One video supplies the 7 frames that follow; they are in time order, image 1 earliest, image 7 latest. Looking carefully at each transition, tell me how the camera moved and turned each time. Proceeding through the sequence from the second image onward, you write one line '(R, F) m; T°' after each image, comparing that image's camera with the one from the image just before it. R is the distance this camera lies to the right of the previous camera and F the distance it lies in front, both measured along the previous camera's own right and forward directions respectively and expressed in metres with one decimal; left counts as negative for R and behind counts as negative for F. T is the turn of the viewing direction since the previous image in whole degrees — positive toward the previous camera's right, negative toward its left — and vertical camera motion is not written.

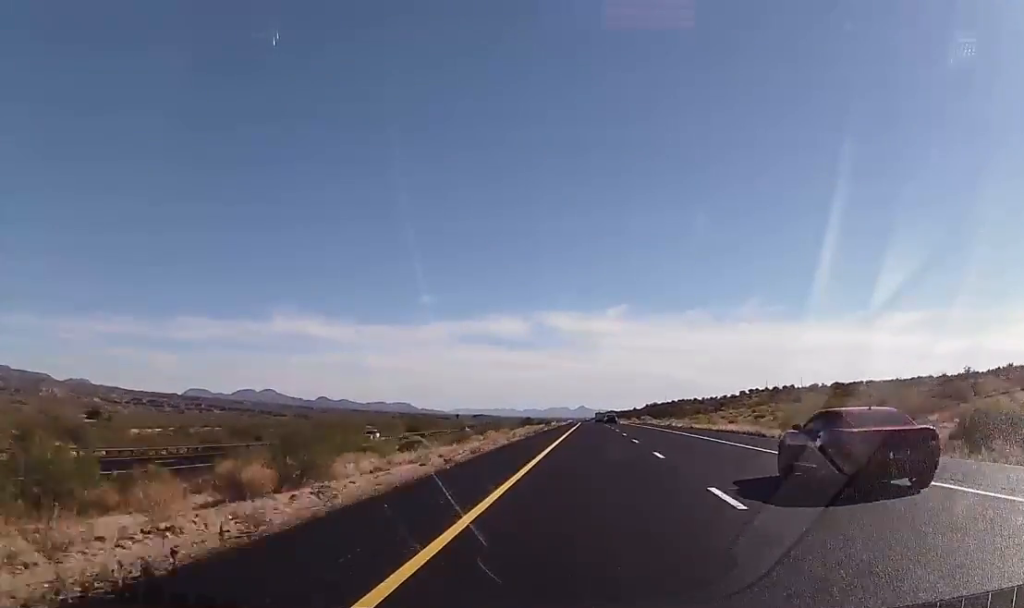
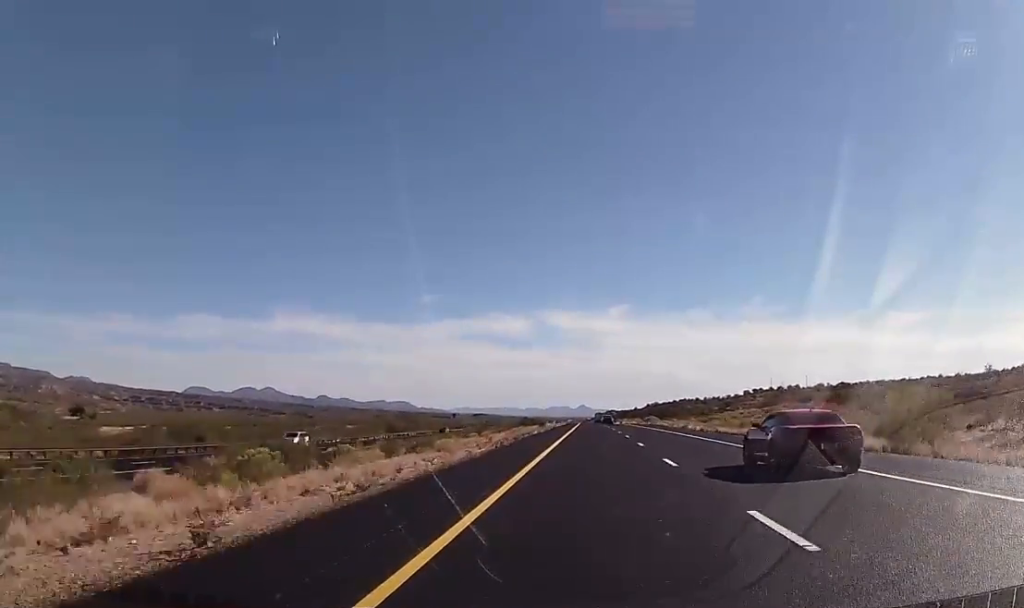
(-0.1, +15.4) m; 0°
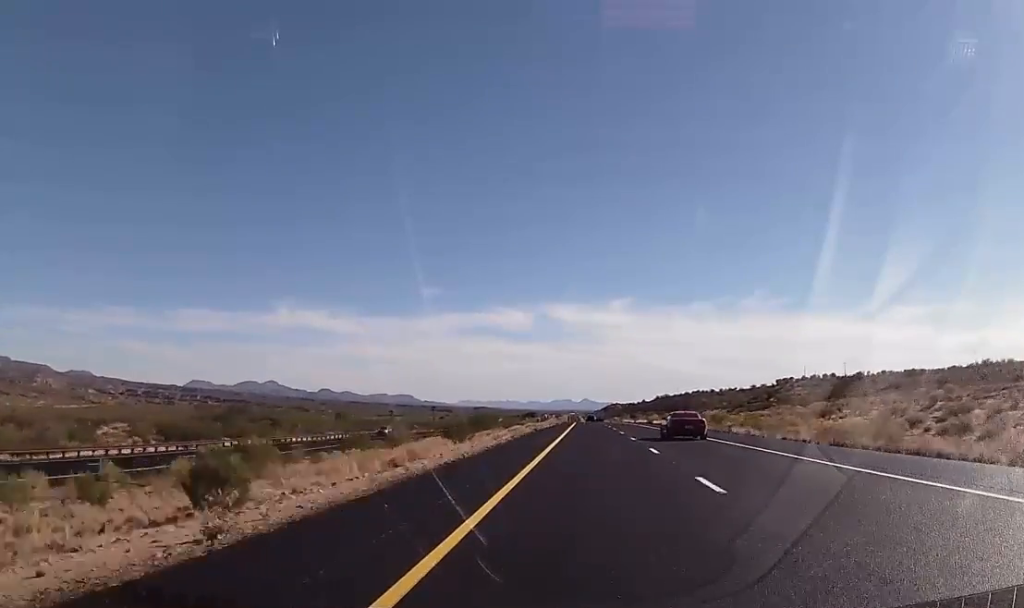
(0.0, +91.9) m; 0°
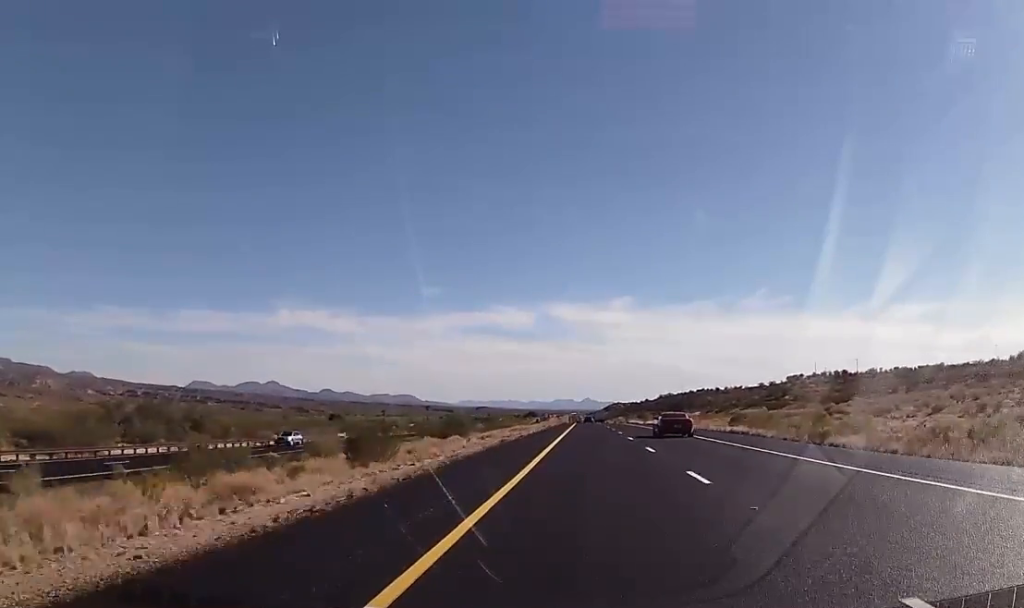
(-0.3, +22.7) m; 0°
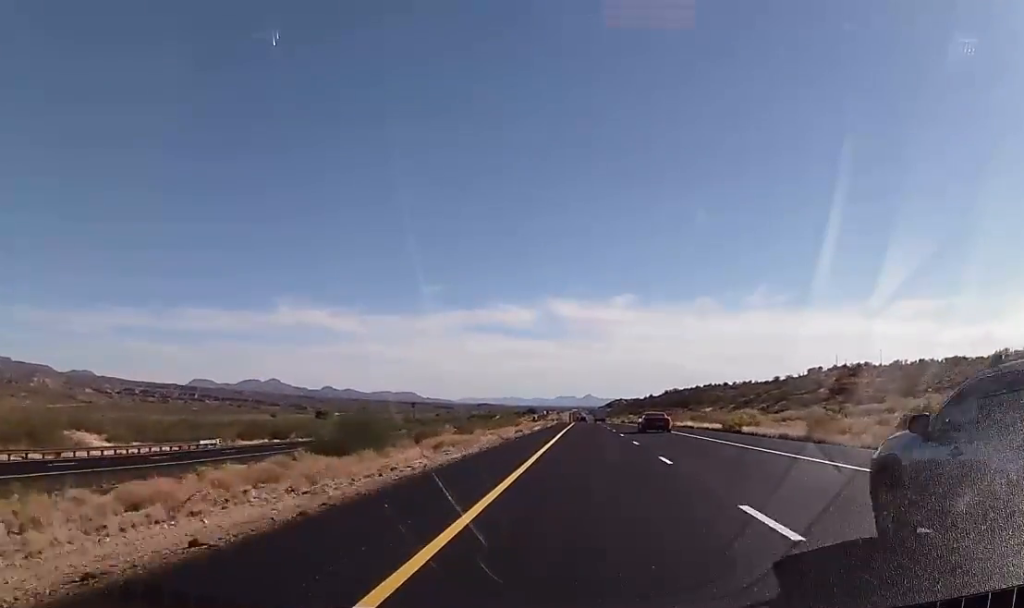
(-0.1, +43.0) m; +1°
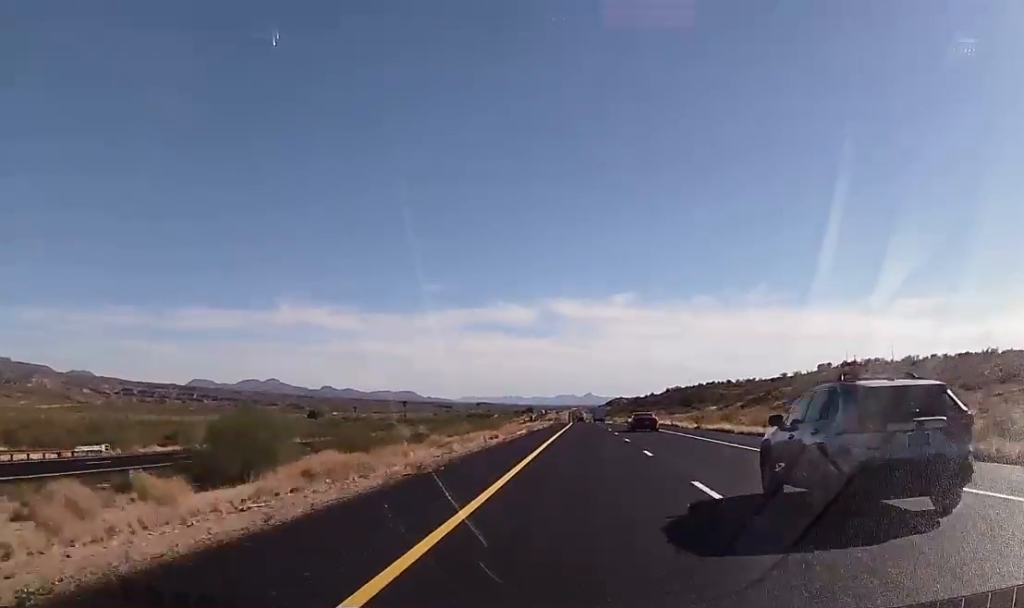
(+0.1, +20.3) m; 0°
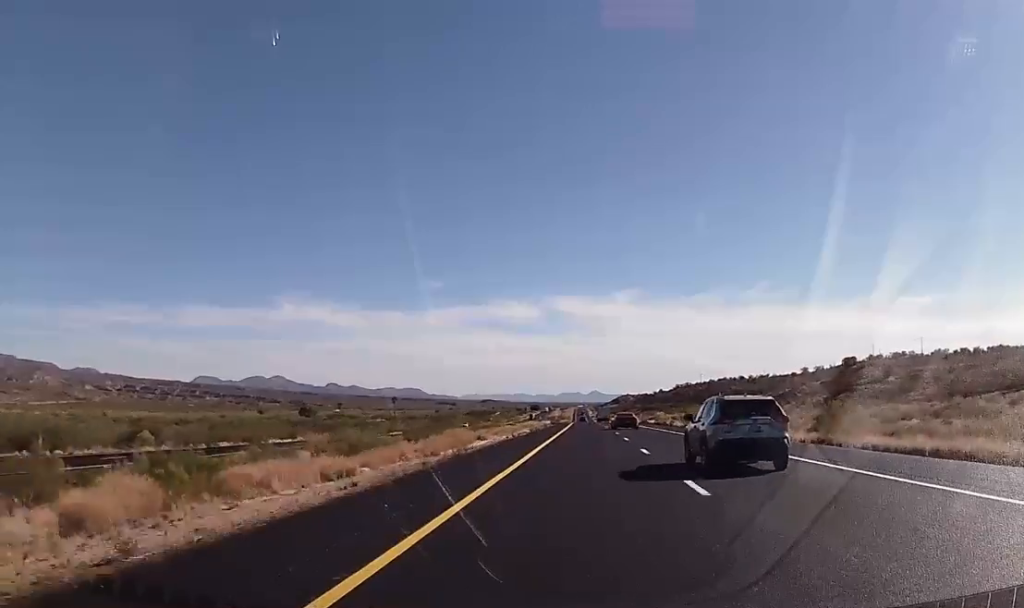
(0.0, +35.8) m; -1°
